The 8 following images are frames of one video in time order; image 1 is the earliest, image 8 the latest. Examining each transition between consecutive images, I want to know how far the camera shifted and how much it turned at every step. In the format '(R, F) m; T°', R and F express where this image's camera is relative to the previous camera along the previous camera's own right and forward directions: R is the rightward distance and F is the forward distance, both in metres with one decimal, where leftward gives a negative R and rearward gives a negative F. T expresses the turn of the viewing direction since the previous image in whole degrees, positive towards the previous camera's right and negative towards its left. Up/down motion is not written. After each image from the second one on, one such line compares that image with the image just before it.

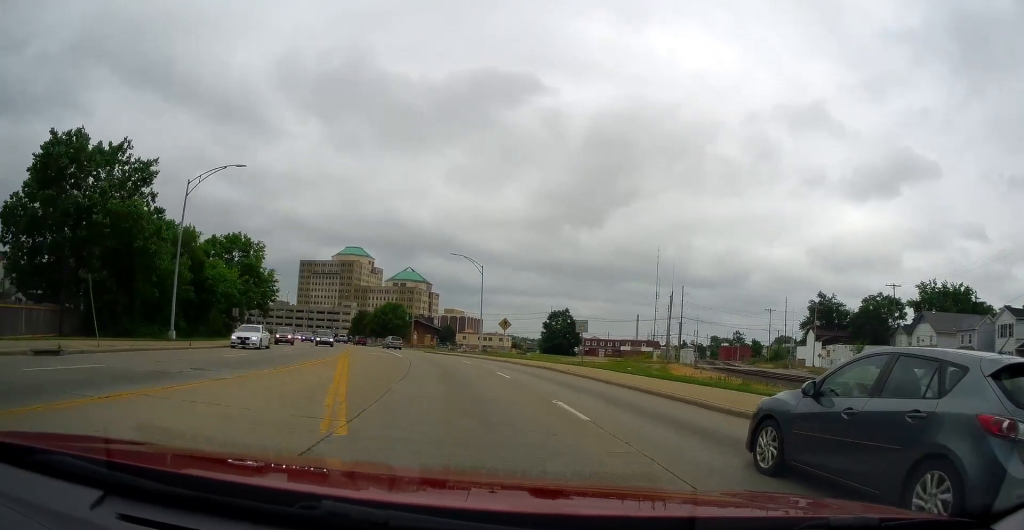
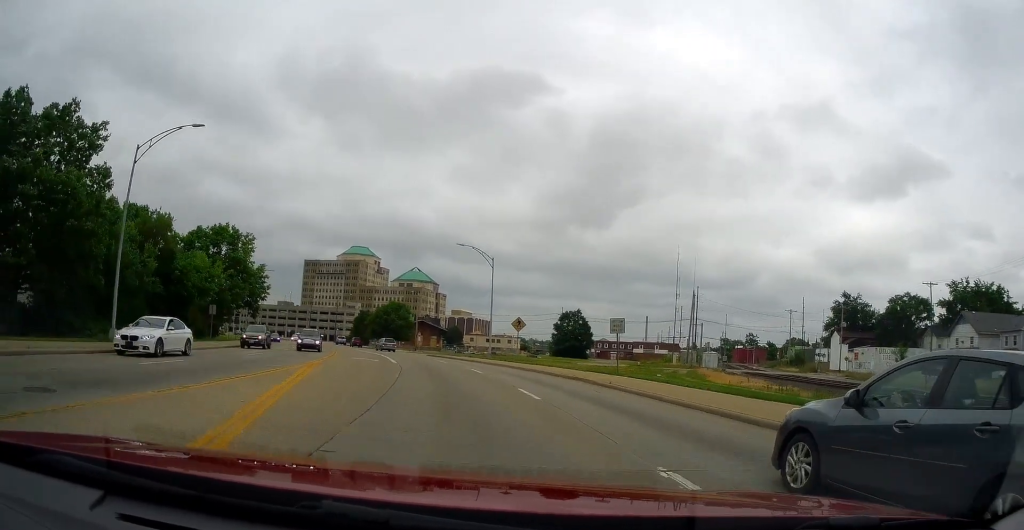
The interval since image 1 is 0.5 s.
(+0.1, +7.3) m; -1°
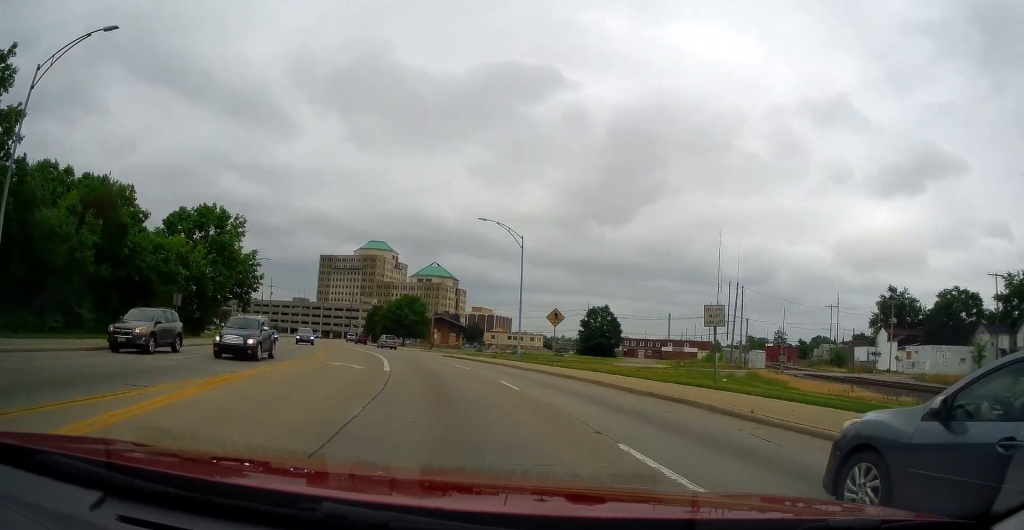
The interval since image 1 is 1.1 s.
(-0.5, +10.3) m; -2°
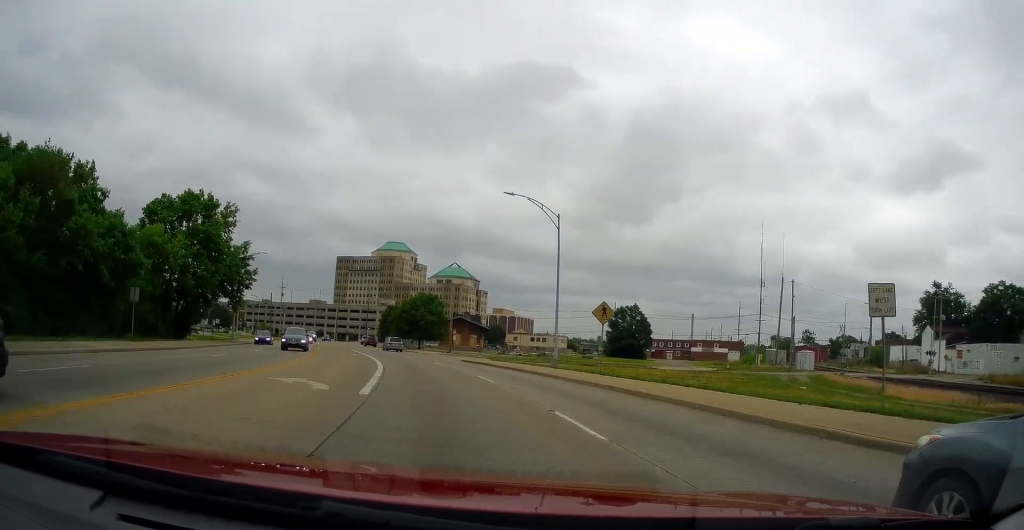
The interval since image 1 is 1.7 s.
(-0.1, +8.7) m; -2°
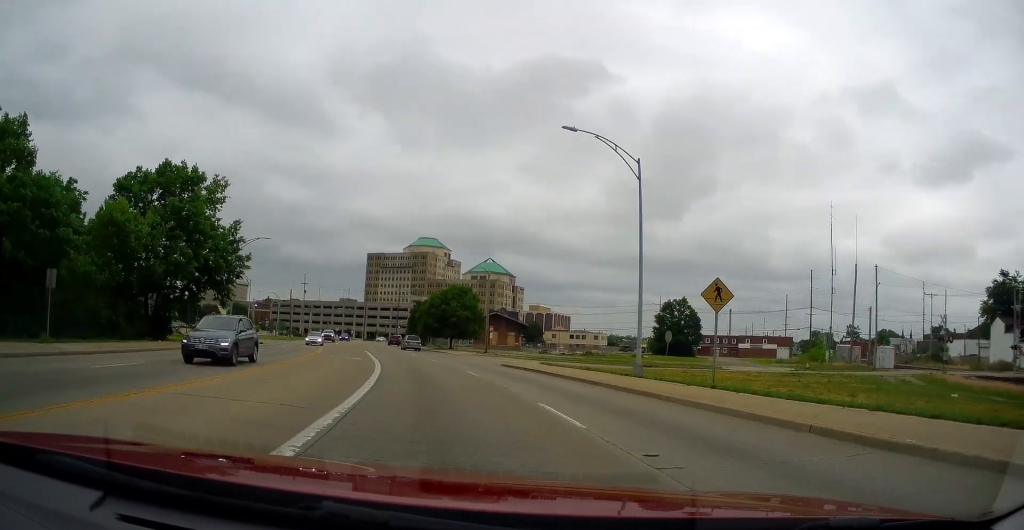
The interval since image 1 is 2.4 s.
(0.0, +11.2) m; -3°
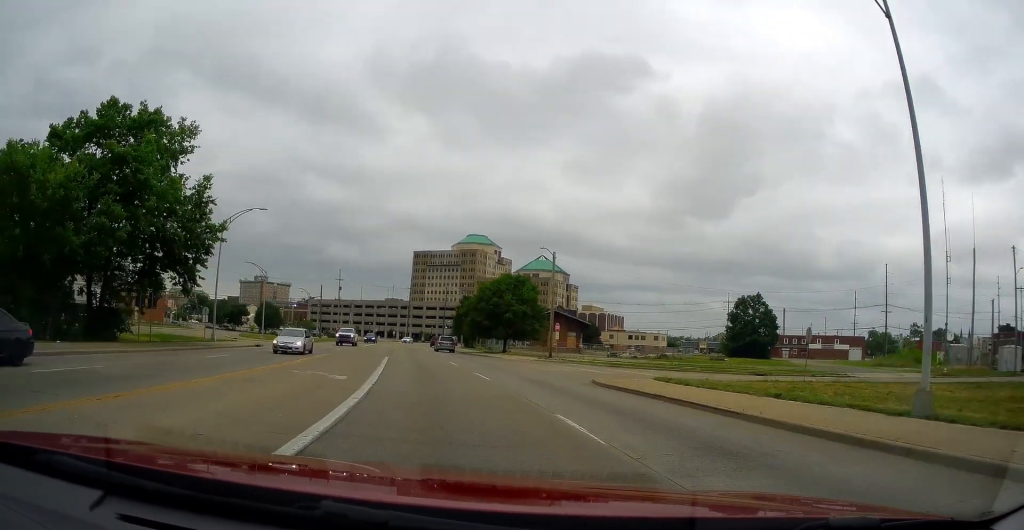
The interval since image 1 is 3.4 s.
(-0.7, +15.1) m; -4°
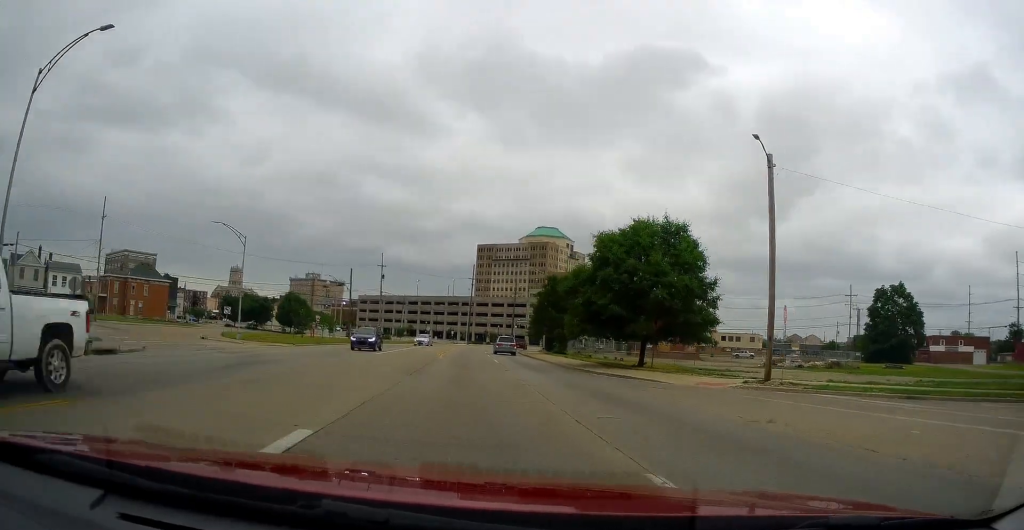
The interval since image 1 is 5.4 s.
(-1.1, +29.8) m; -6°
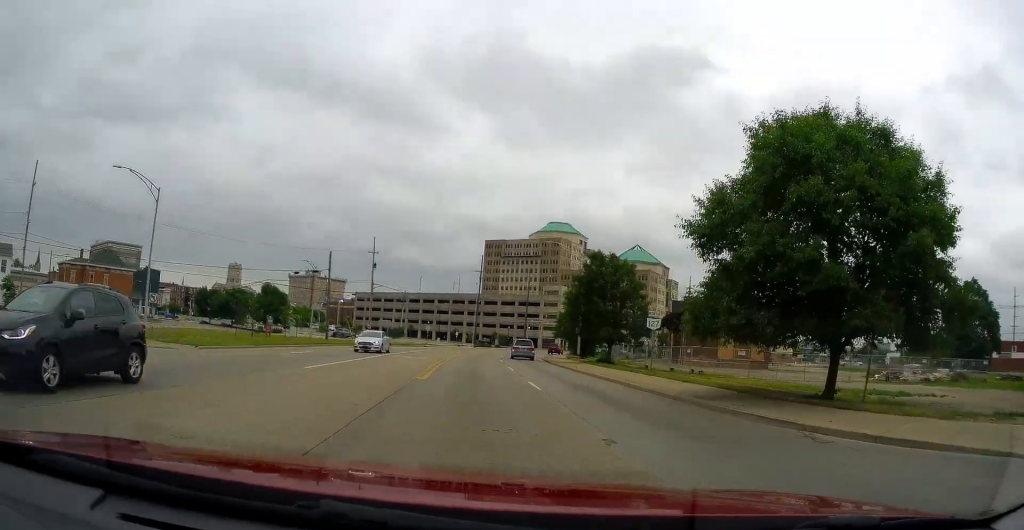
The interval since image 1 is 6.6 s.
(-0.9, +18.2) m; -2°
